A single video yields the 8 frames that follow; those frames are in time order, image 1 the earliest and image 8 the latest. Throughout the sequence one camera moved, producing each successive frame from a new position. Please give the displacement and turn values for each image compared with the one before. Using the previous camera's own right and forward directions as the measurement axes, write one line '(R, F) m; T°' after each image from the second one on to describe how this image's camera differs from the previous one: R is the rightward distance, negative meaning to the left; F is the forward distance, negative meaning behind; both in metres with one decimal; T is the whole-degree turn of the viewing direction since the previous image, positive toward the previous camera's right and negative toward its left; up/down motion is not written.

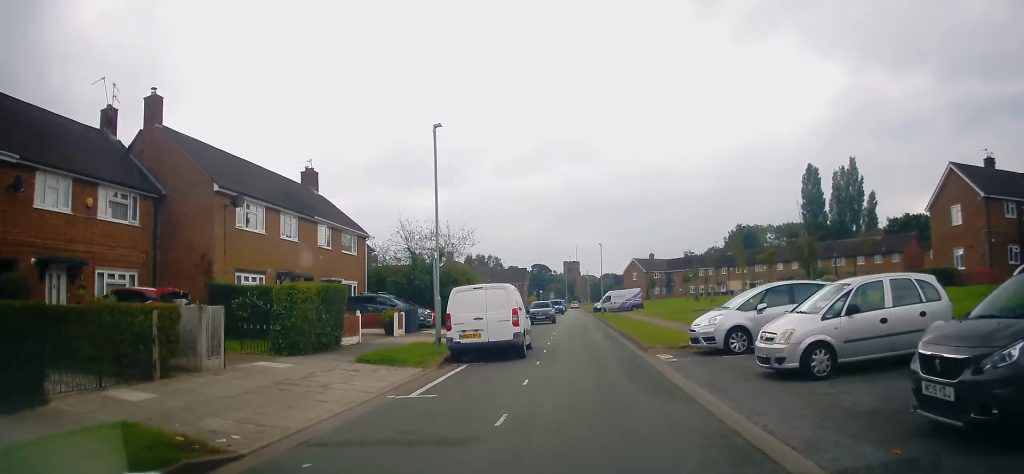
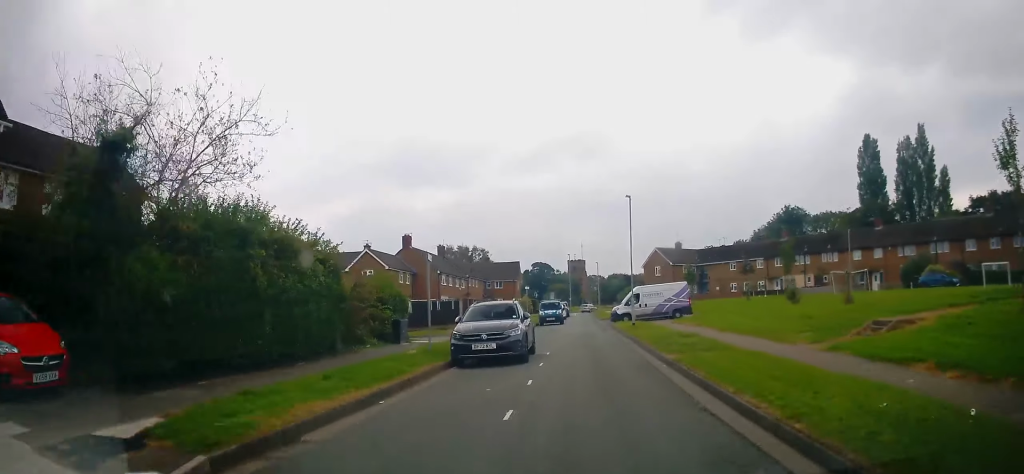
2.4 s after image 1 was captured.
(-0.5, +25.0) m; -1°
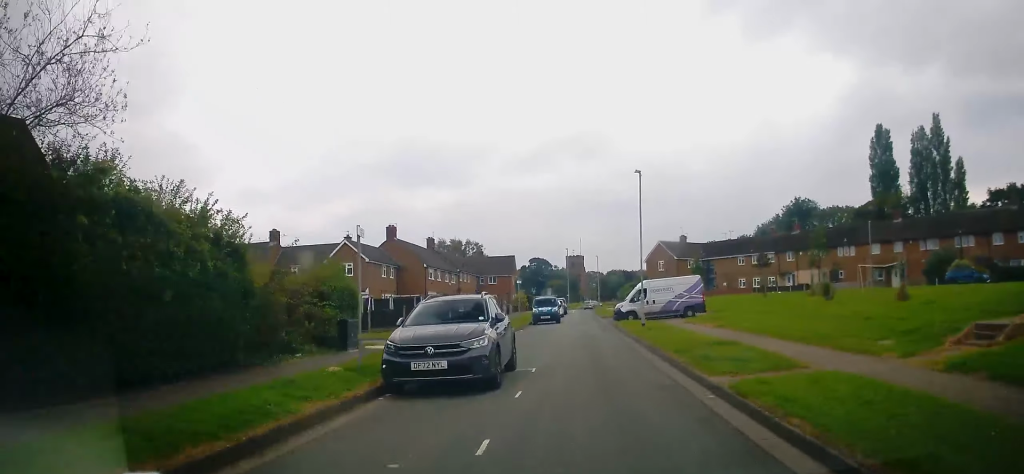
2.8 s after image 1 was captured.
(0.0, +4.8) m; 0°
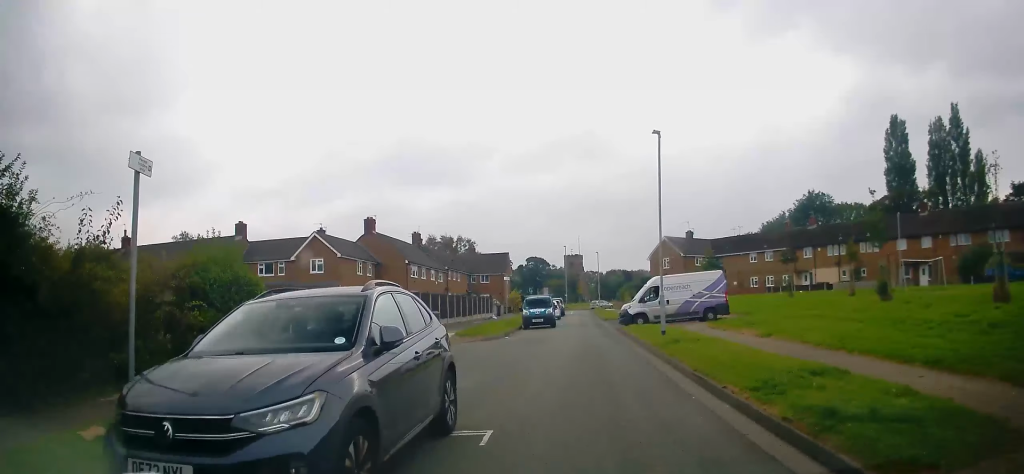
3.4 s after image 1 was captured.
(0.0, +5.9) m; 0°
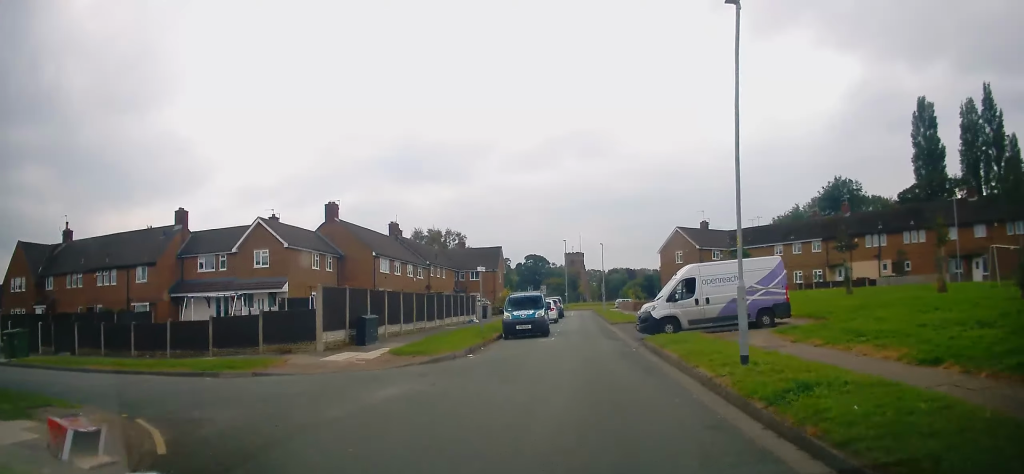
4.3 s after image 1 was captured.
(0.0, +8.7) m; +1°
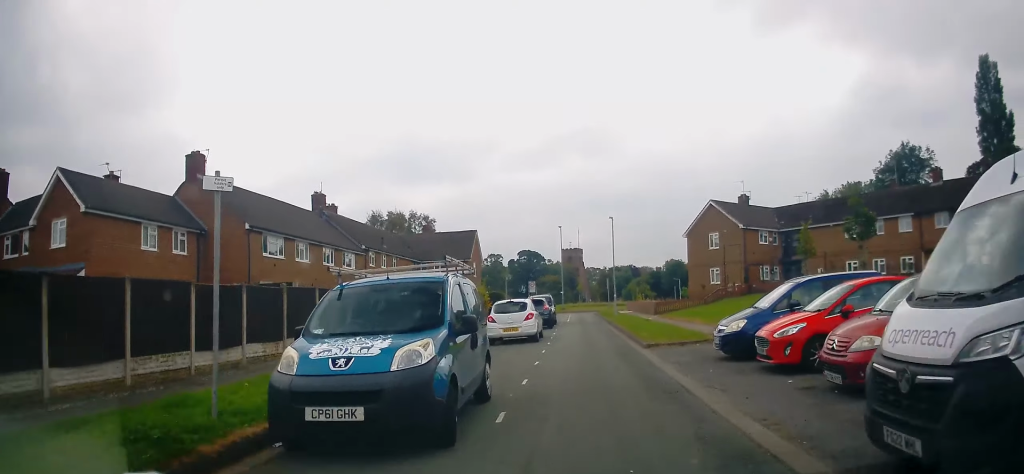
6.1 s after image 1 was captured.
(0.0, +17.5) m; -1°
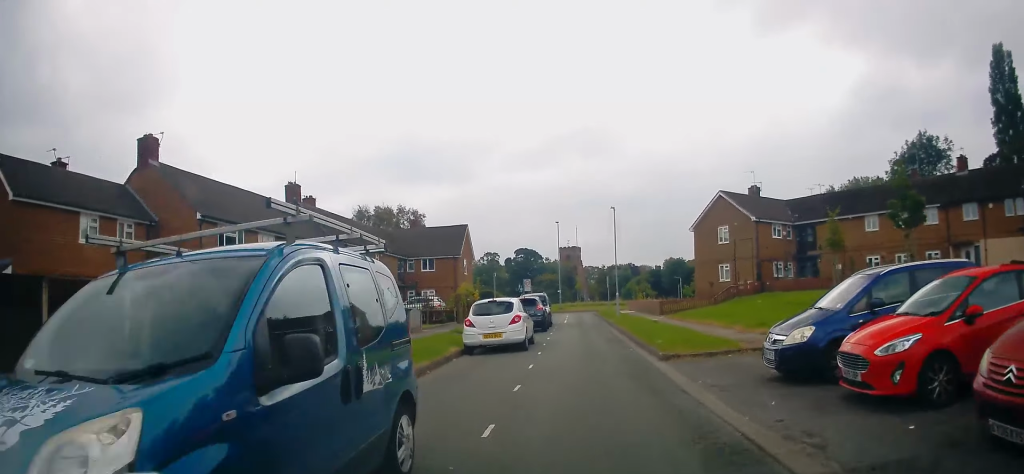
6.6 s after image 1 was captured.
(0.0, +3.8) m; 0°
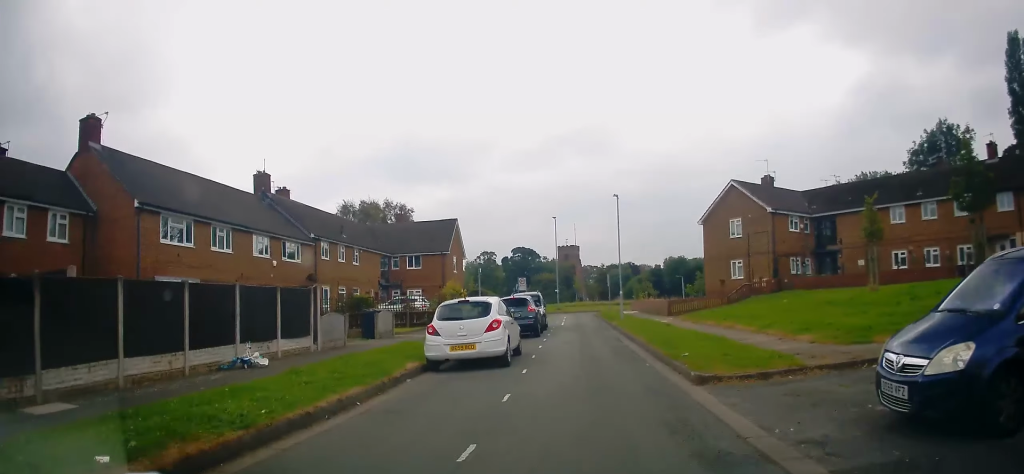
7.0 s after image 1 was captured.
(+0.1, +4.0) m; 0°
